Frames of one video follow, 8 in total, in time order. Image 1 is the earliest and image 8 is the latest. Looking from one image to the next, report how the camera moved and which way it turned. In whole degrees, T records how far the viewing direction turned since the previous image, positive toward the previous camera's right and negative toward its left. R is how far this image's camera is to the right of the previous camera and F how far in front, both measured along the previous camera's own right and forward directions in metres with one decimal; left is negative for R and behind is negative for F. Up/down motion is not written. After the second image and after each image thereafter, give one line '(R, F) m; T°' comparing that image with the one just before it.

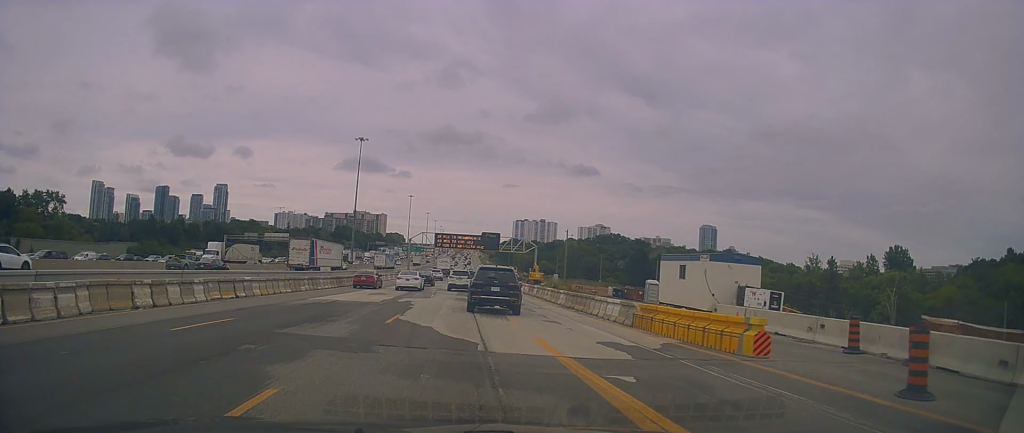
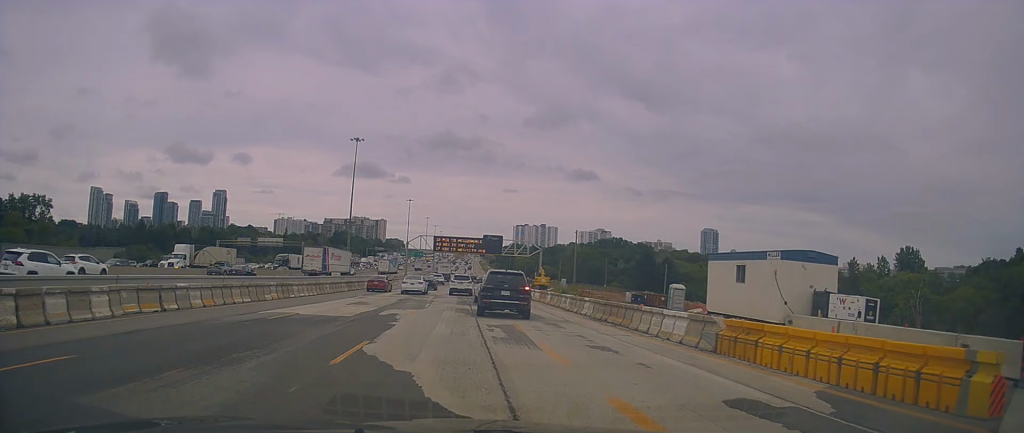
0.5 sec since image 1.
(+0.3, +5.8) m; 0°
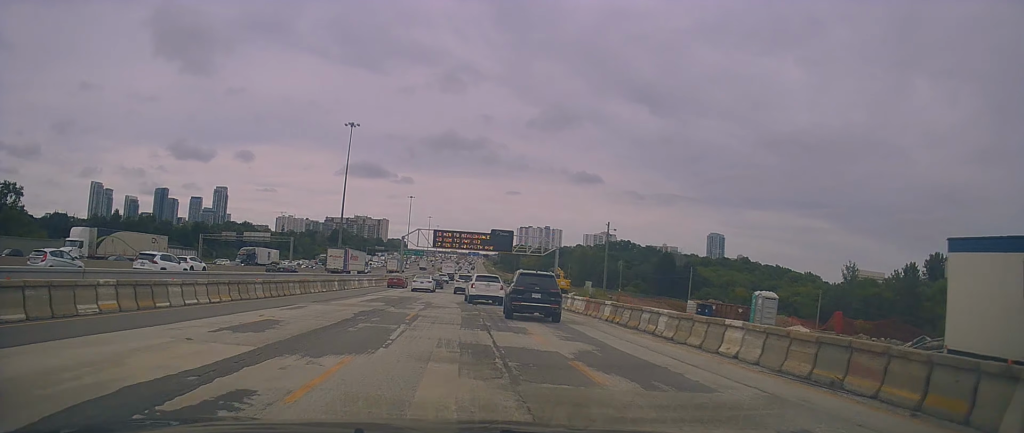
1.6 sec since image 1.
(-0.5, +13.4) m; 0°
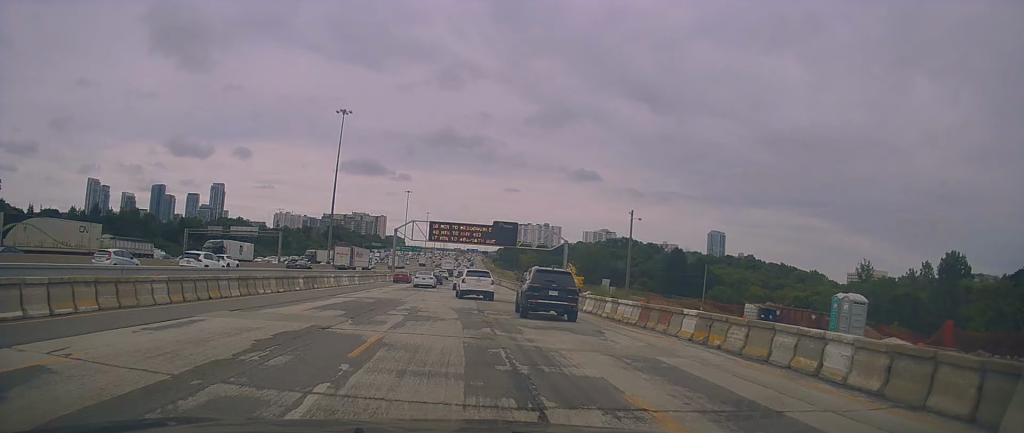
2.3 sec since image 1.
(+0.4, +8.7) m; -1°
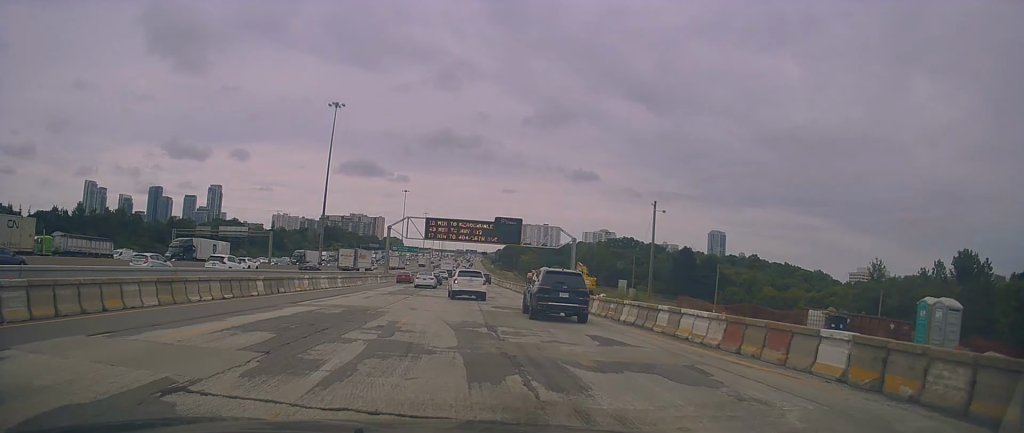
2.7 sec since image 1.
(+0.2, +6.5) m; -1°
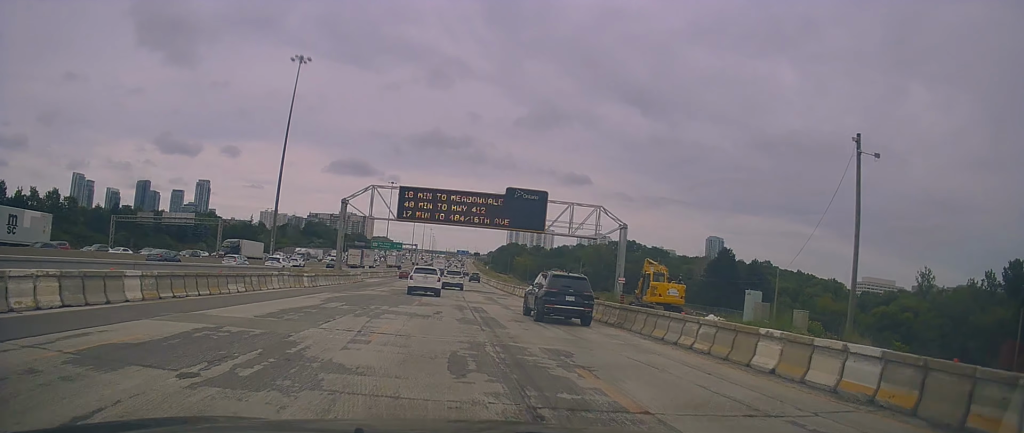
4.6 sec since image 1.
(-0.8, +27.3) m; 0°
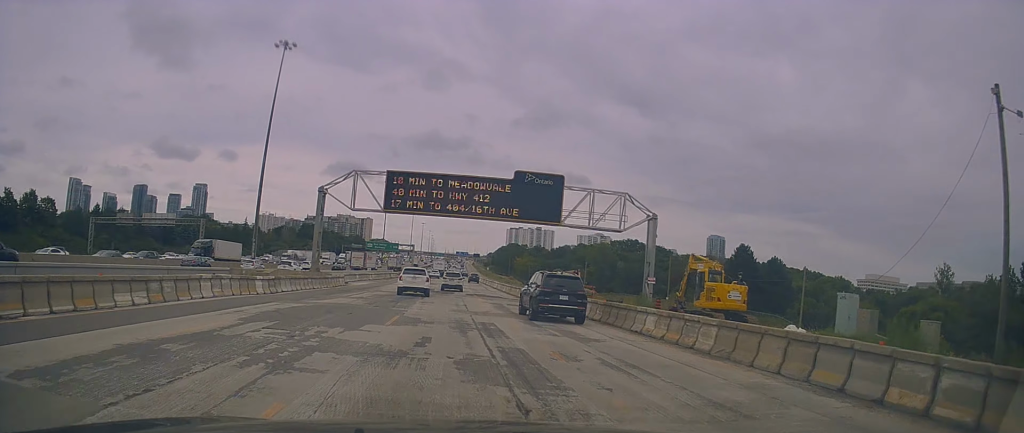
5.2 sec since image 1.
(0.0, +8.3) m; +1°
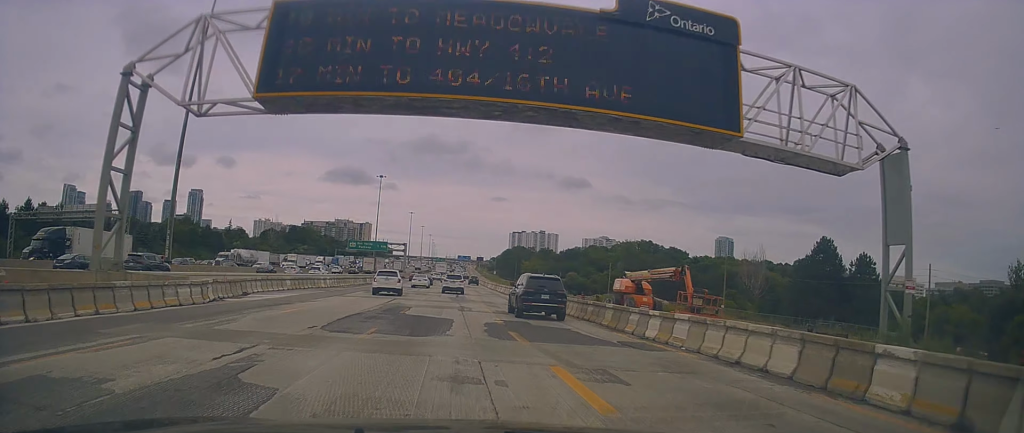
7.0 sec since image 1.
(+0.6, +27.2) m; +1°
